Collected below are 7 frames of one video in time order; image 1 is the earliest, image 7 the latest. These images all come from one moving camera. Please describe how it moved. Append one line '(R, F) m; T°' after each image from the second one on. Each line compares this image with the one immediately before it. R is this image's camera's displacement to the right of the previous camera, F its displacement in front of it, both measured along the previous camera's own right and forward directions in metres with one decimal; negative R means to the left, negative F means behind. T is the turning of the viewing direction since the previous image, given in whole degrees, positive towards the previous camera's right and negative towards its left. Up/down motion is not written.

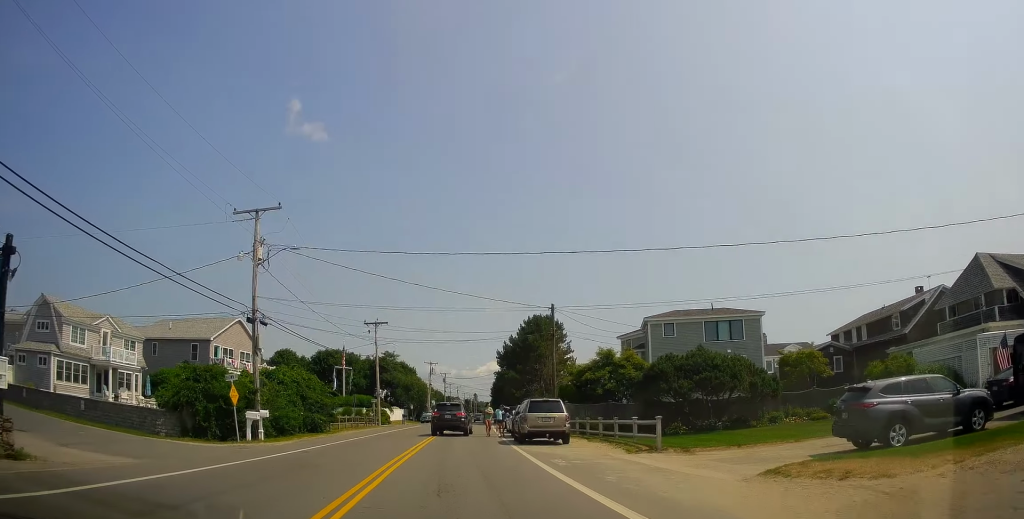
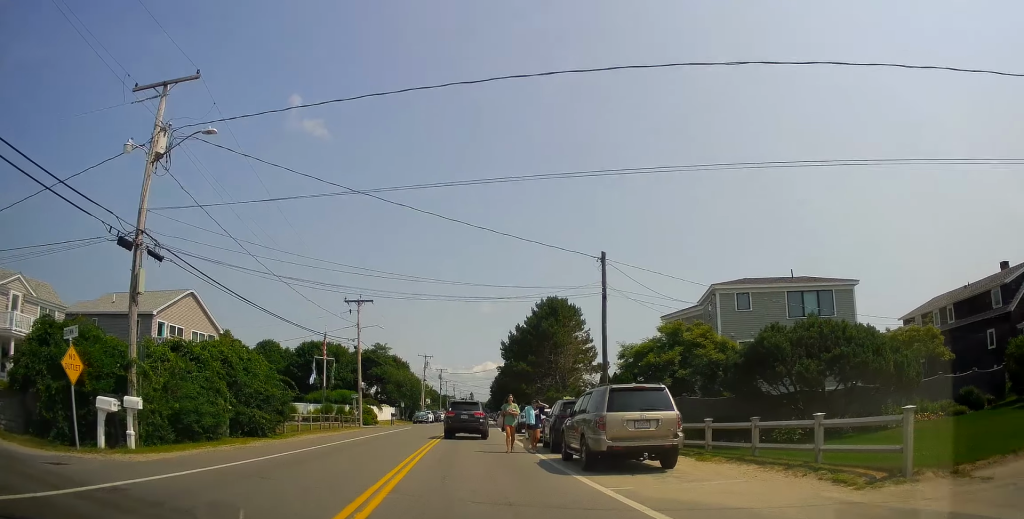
(0.0, +10.8) m; -1°
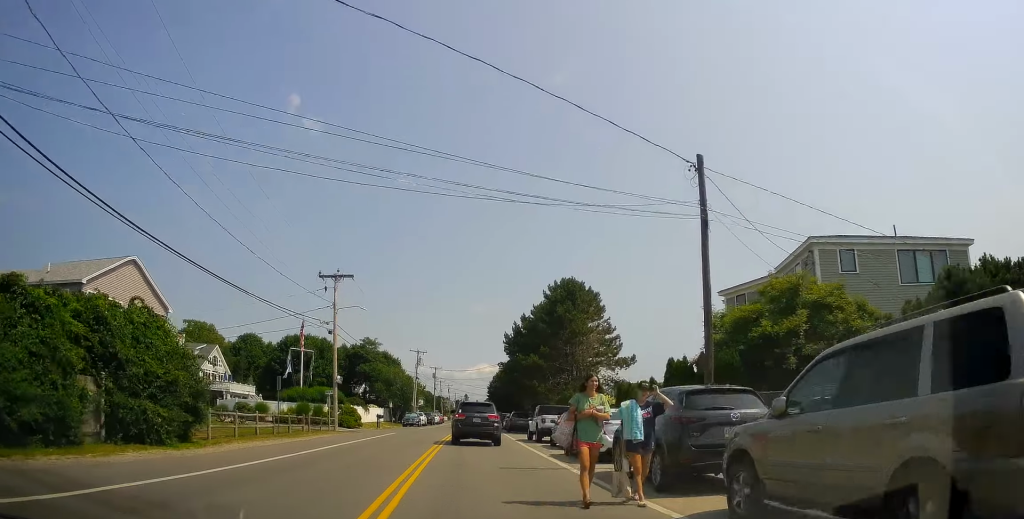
(-0.2, +9.2) m; +1°
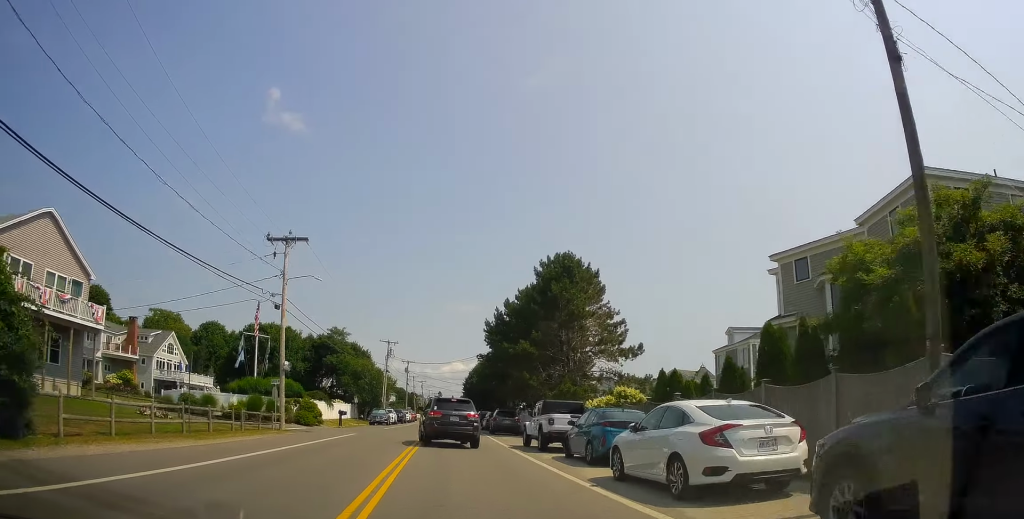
(+0.2, +8.0) m; +2°
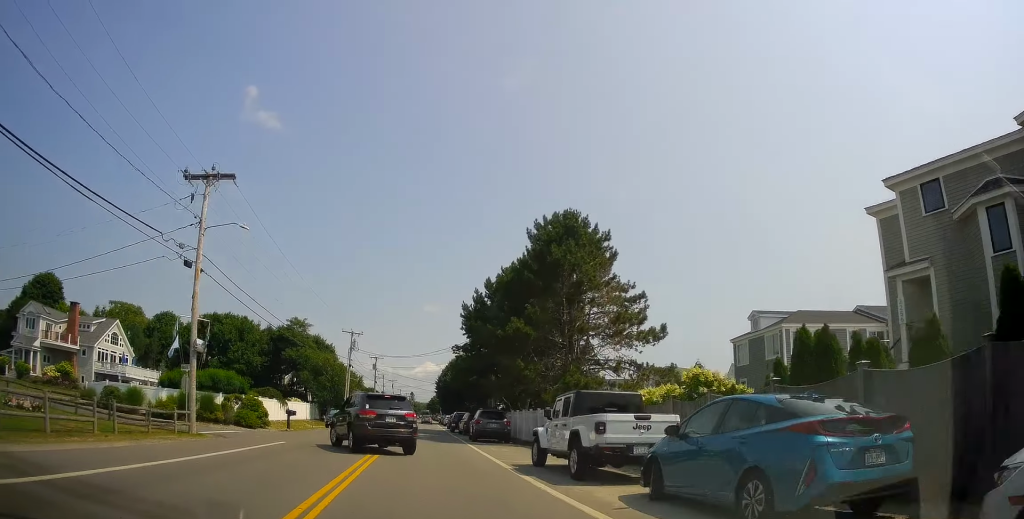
(+0.3, +9.7) m; +2°
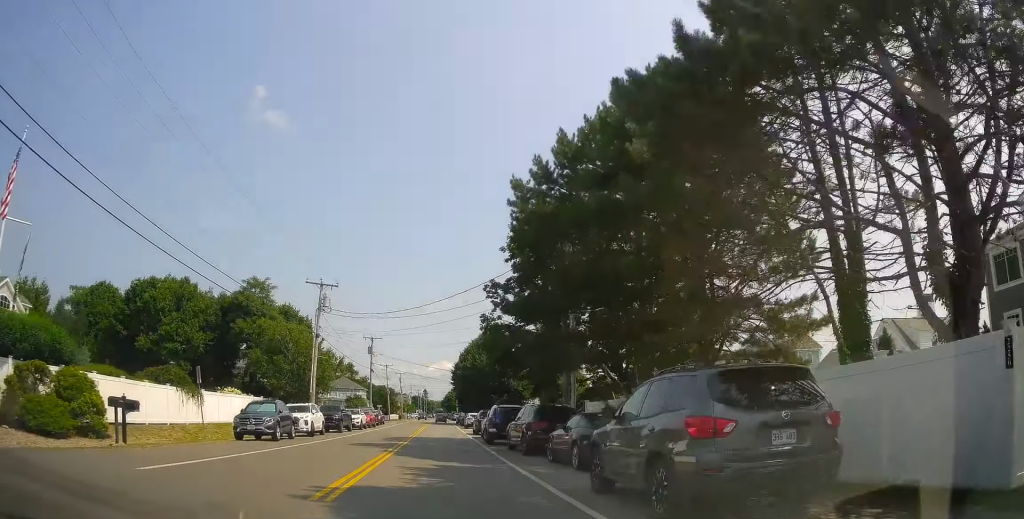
(+0.4, +25.4) m; 0°
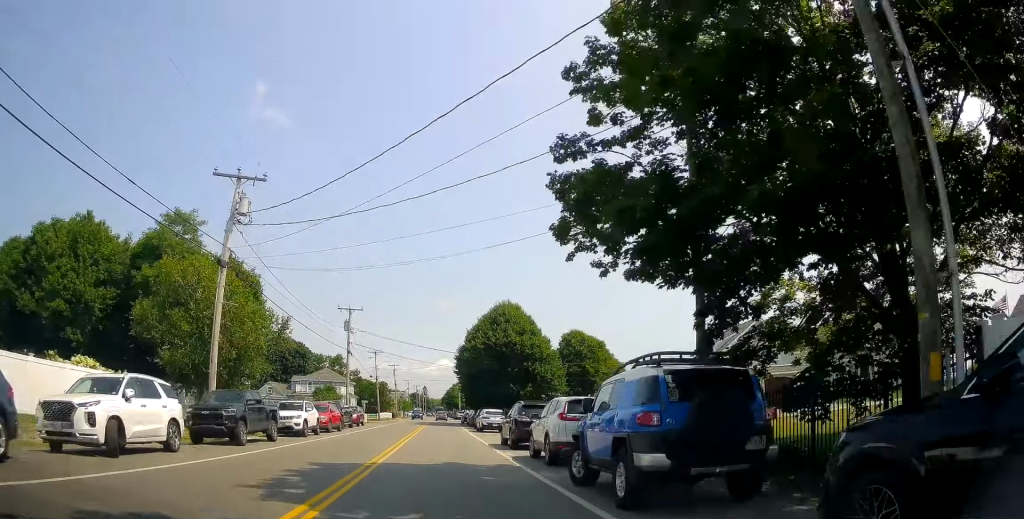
(-0.1, +19.3) m; 0°
